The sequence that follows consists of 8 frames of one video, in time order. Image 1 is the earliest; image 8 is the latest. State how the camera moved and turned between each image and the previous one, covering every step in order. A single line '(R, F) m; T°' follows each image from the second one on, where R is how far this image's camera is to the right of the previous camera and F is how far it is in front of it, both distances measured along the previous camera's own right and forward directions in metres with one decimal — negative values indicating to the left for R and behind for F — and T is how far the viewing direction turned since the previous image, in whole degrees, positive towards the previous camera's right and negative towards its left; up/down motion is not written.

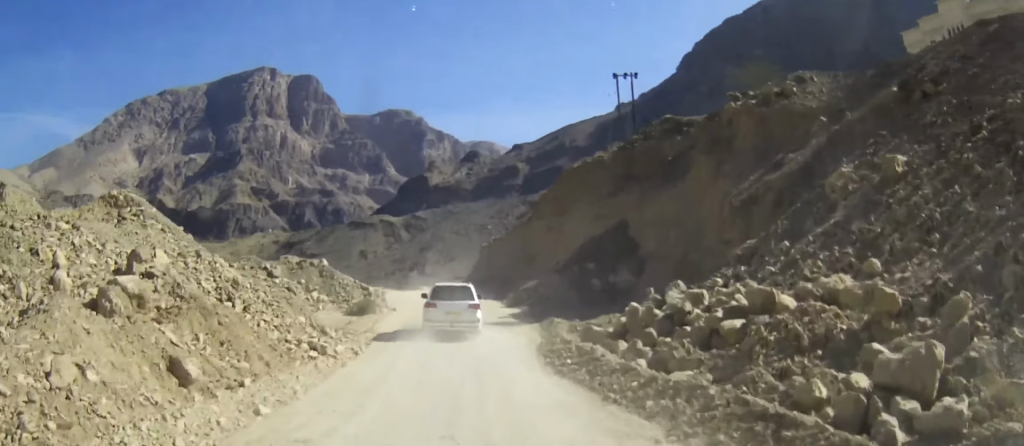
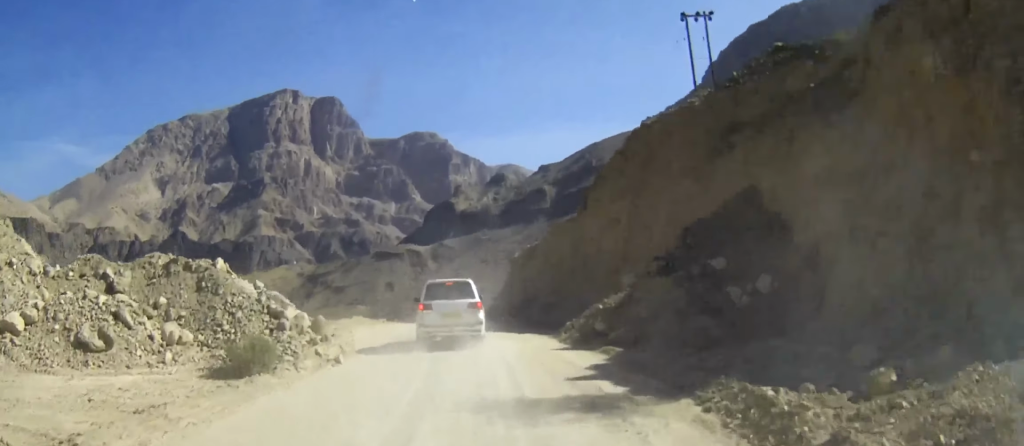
(-0.4, +19.3) m; -3°
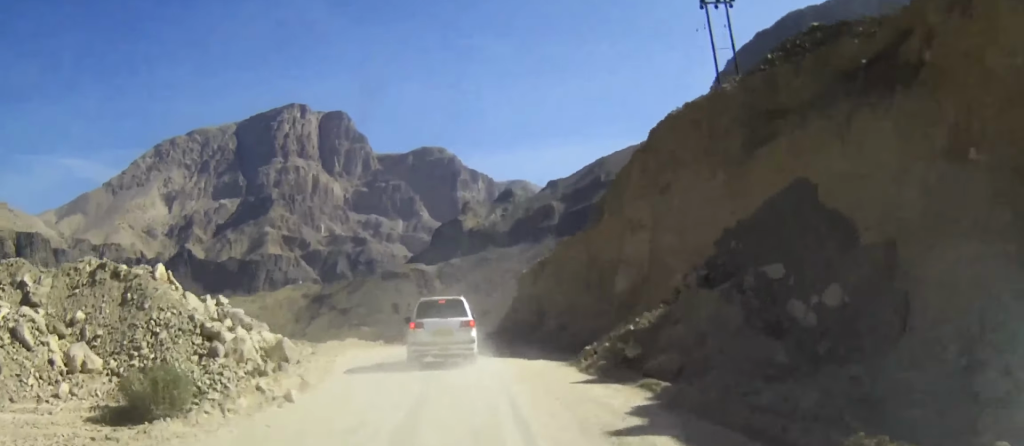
(0.0, +4.5) m; -1°
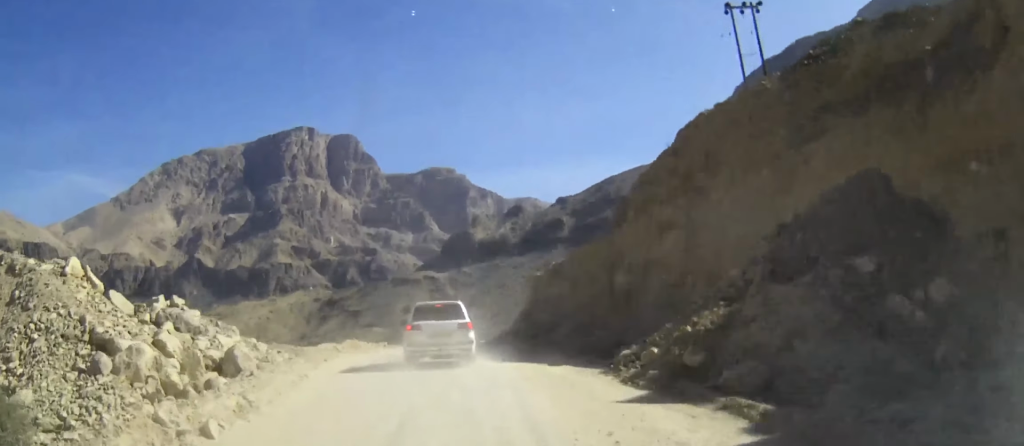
(0.0, +4.3) m; -1°
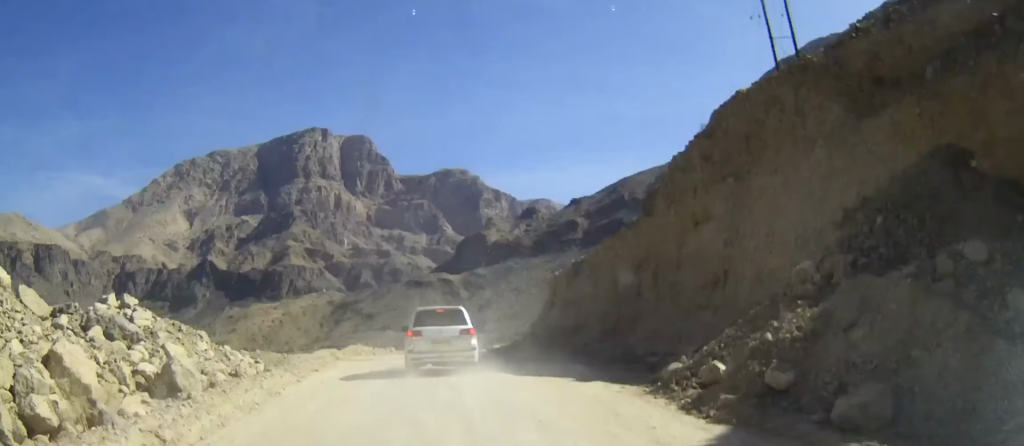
(0.0, +3.6) m; -1°
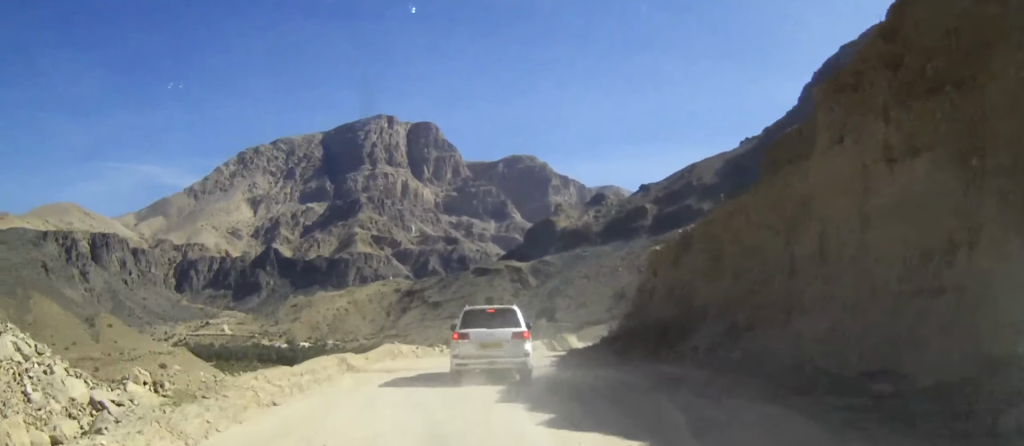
(-0.4, +11.0) m; -4°
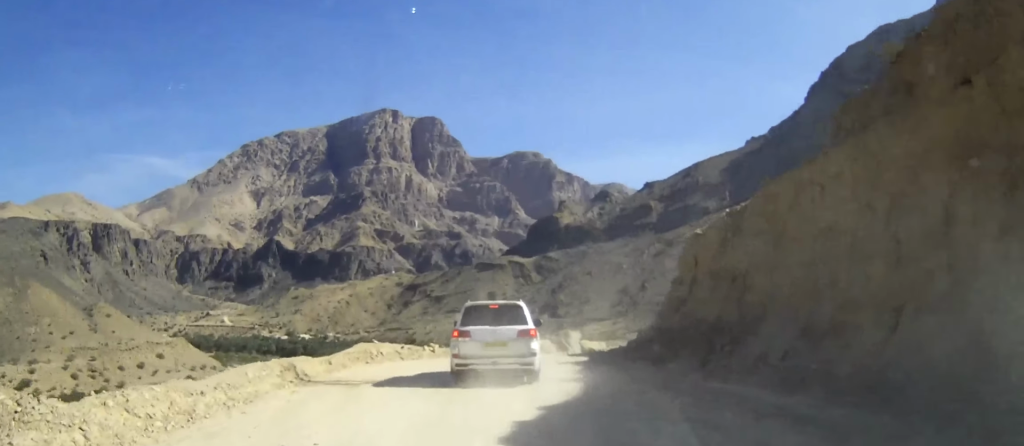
(-0.2, +6.6) m; -2°
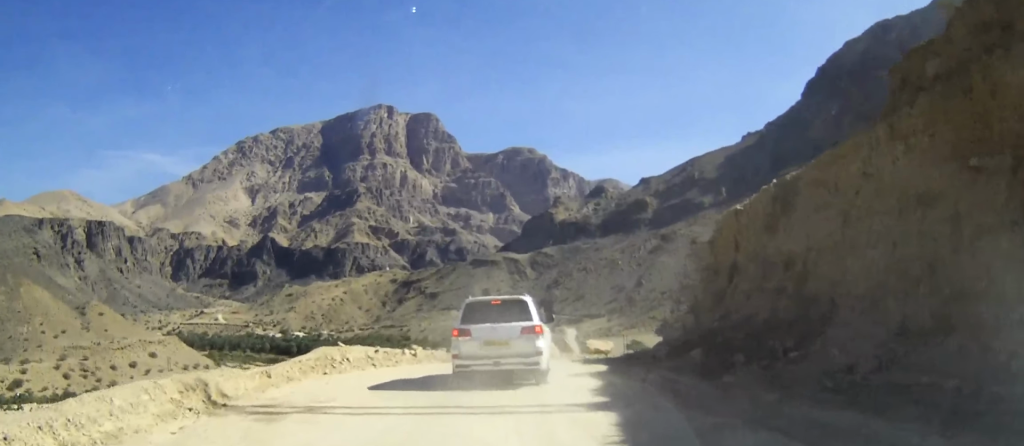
(0.0, +5.9) m; 0°
